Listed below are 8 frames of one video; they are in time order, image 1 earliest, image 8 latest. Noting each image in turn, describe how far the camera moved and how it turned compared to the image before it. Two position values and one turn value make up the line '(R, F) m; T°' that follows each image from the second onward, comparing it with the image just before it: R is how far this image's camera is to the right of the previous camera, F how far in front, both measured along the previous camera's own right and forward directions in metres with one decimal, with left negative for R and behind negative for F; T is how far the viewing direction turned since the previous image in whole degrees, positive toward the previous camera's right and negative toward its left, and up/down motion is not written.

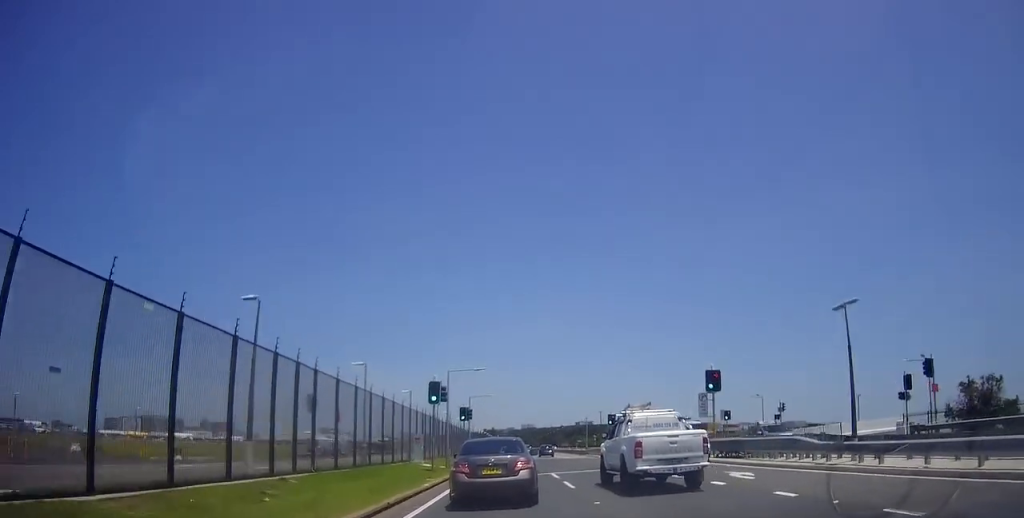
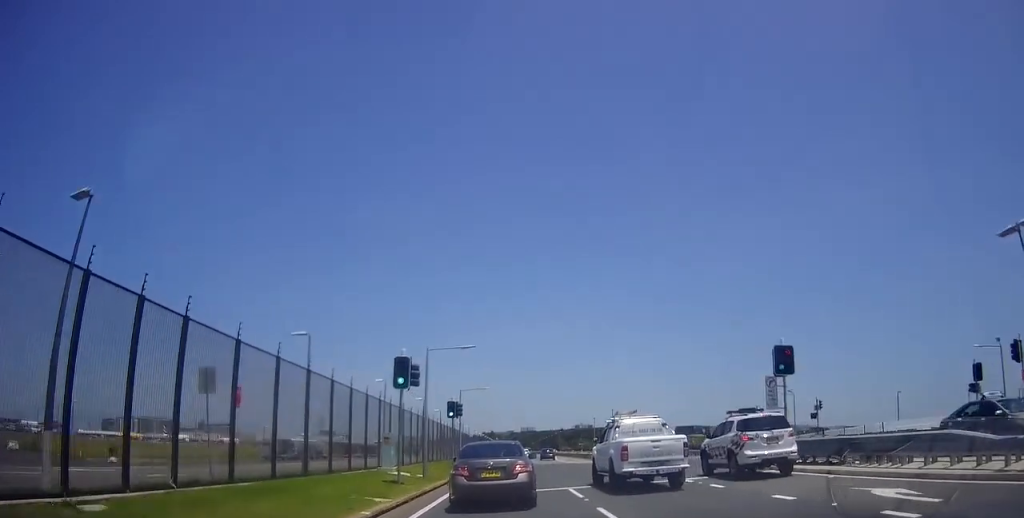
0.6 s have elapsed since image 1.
(0.0, +7.8) m; 0°
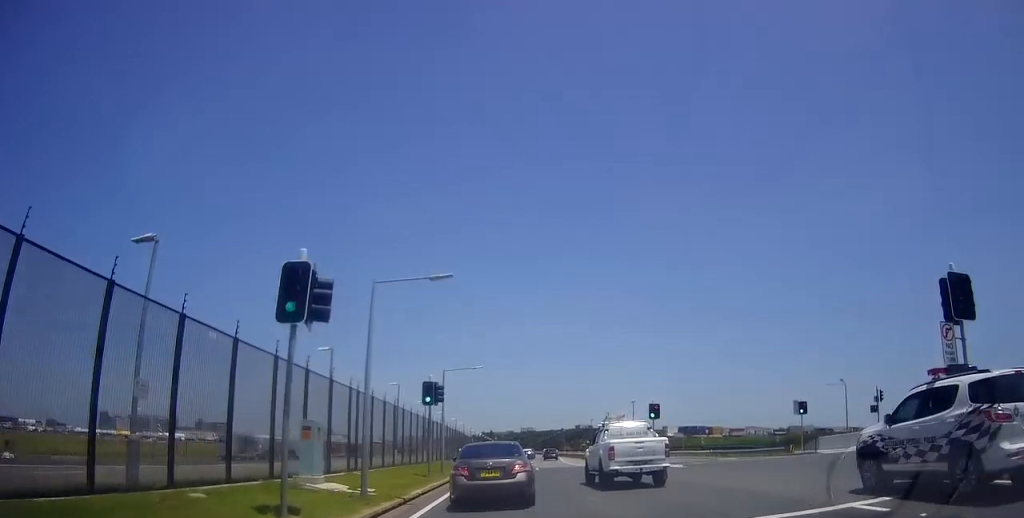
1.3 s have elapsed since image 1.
(0.0, +9.7) m; 0°
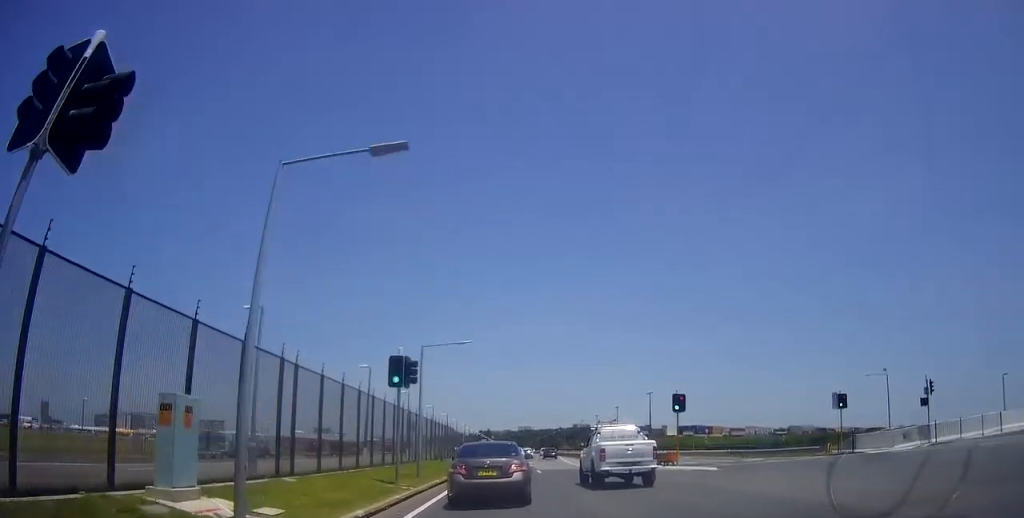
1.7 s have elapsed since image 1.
(-0.1, +6.4) m; +1°
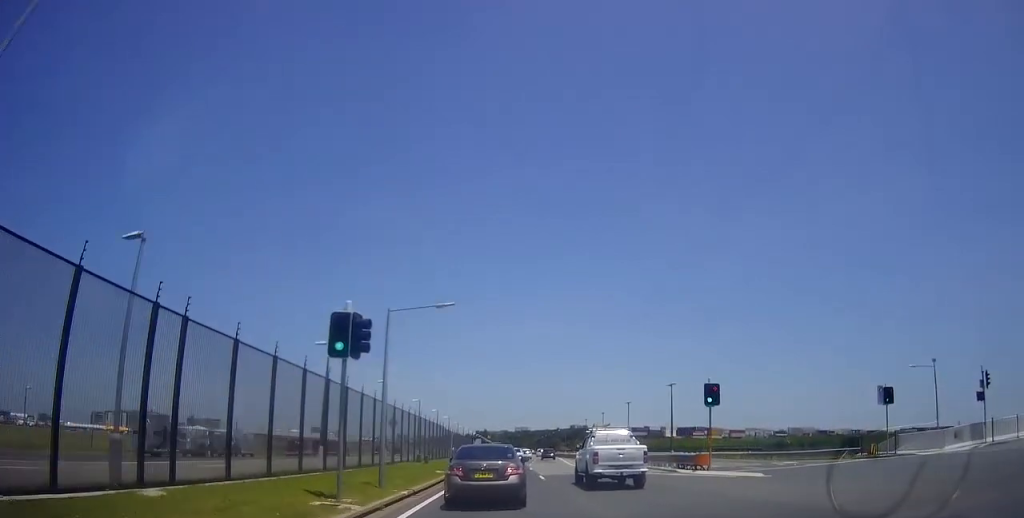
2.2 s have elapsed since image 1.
(-0.1, +6.0) m; +1°
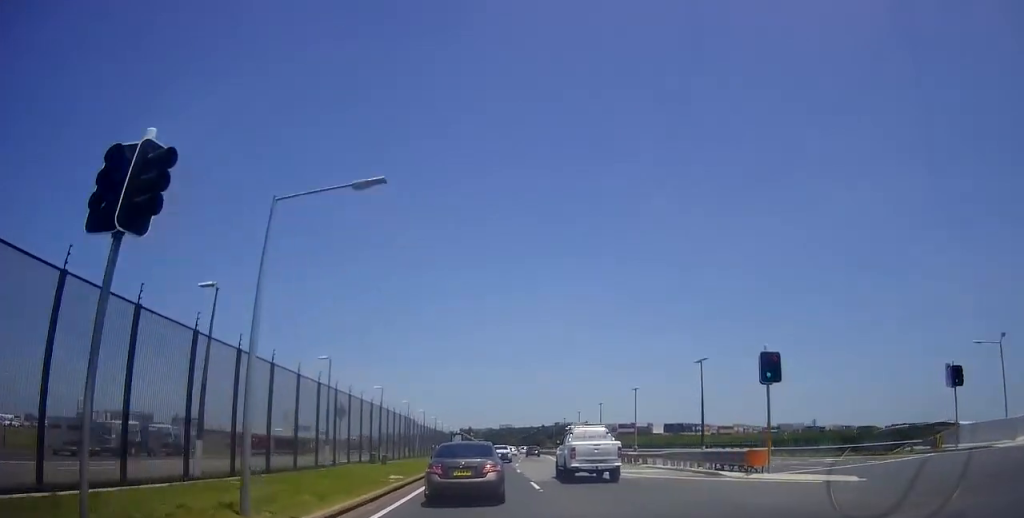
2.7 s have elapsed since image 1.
(+0.3, +8.0) m; +2°
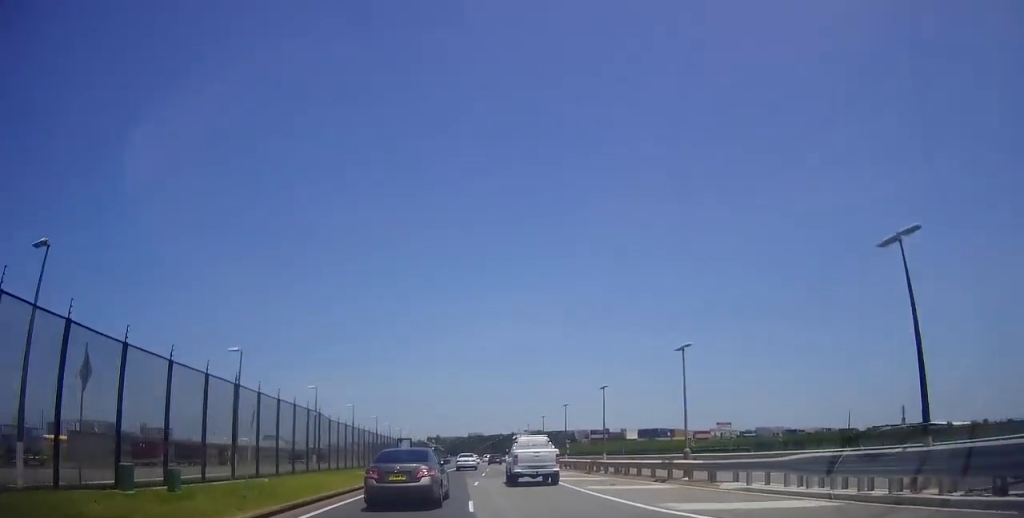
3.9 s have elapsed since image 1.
(+0.3, +16.5) m; +1°
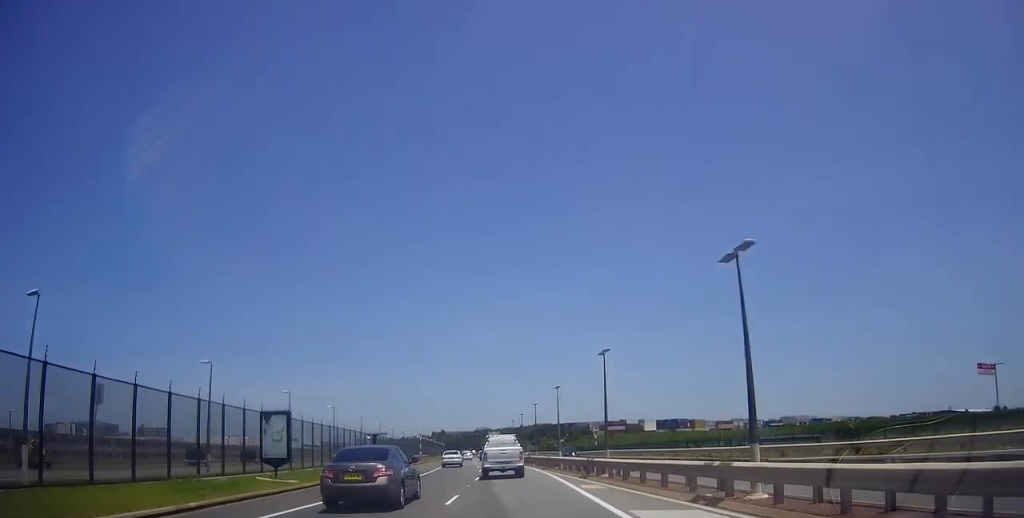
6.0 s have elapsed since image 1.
(+0.3, +33.4) m; +1°
